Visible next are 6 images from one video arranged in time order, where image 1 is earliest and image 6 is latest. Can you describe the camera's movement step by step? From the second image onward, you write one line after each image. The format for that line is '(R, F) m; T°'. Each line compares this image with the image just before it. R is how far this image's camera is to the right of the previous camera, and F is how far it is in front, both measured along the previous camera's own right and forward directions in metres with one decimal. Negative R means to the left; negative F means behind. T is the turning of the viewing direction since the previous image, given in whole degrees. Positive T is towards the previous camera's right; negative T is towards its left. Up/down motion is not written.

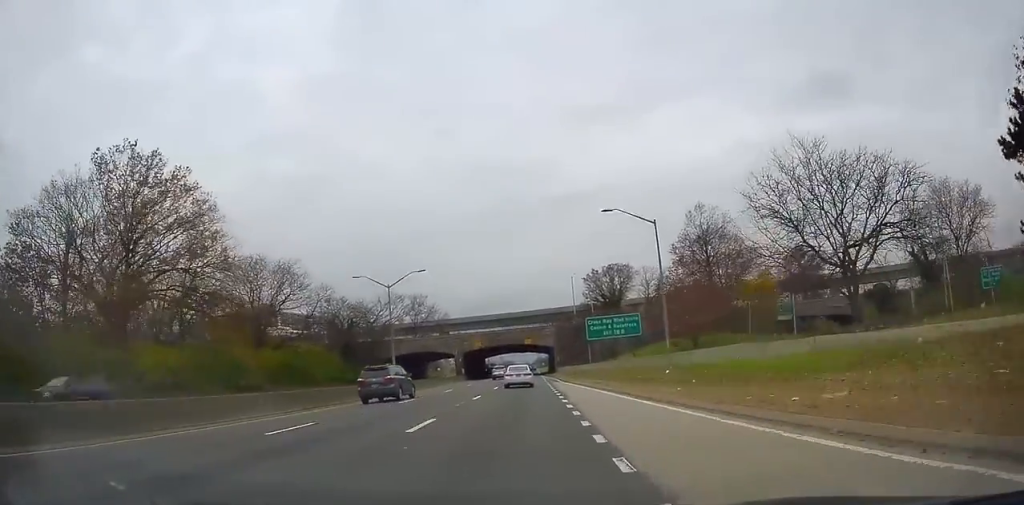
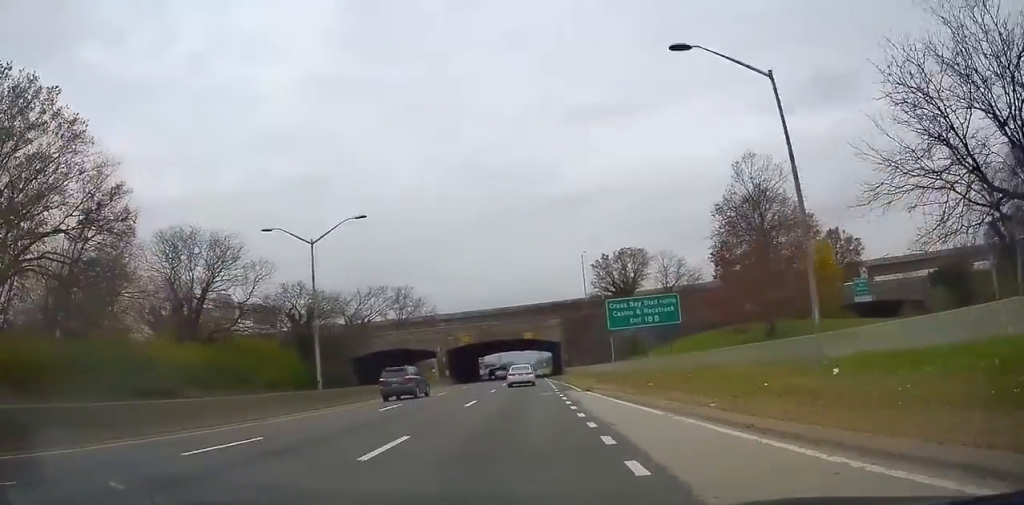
(-0.1, +16.6) m; 0°
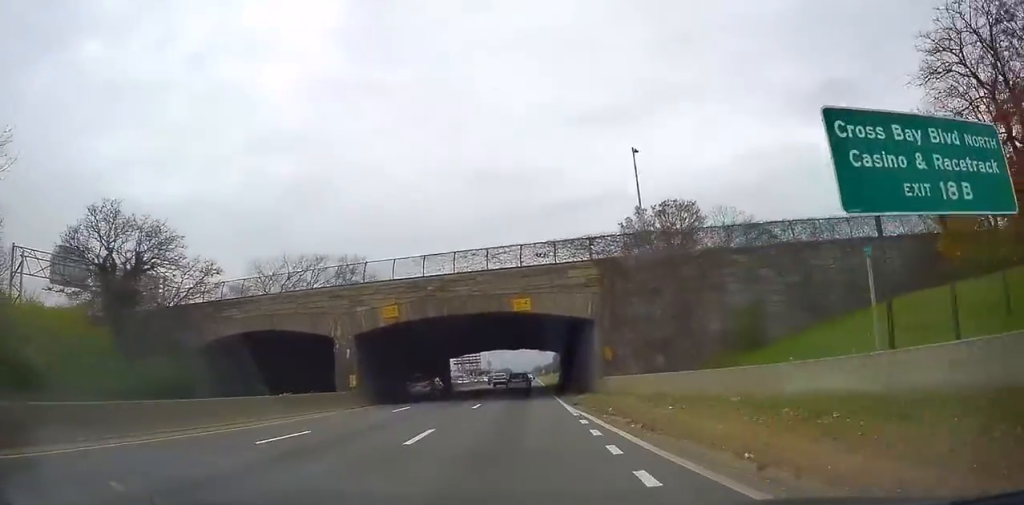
(+0.7, +35.3) m; +2°
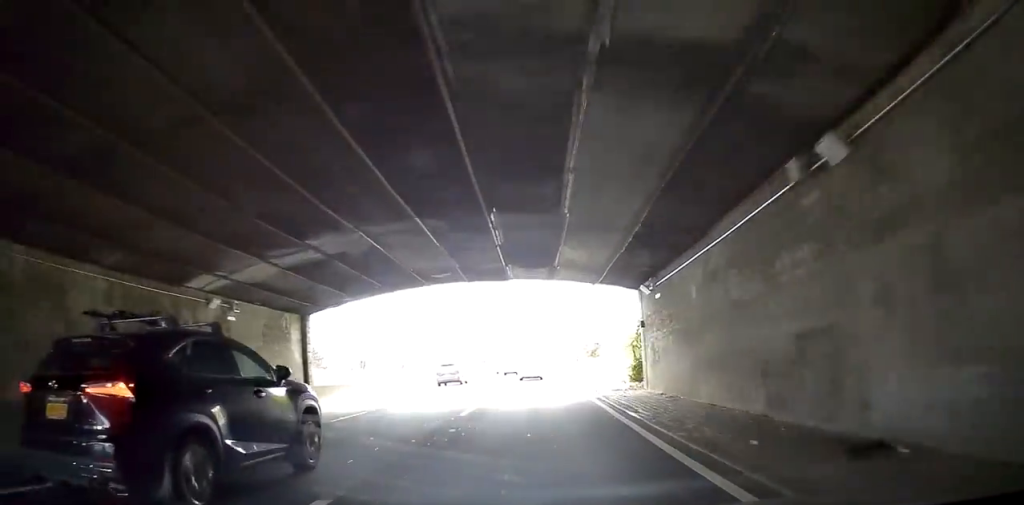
(0.0, +47.6) m; 0°
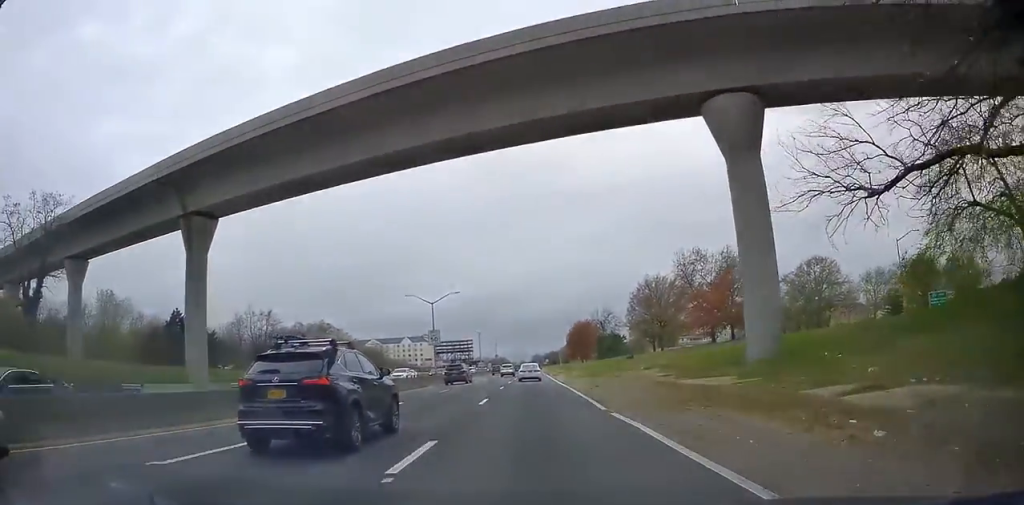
(0.0, +33.9) m; 0°
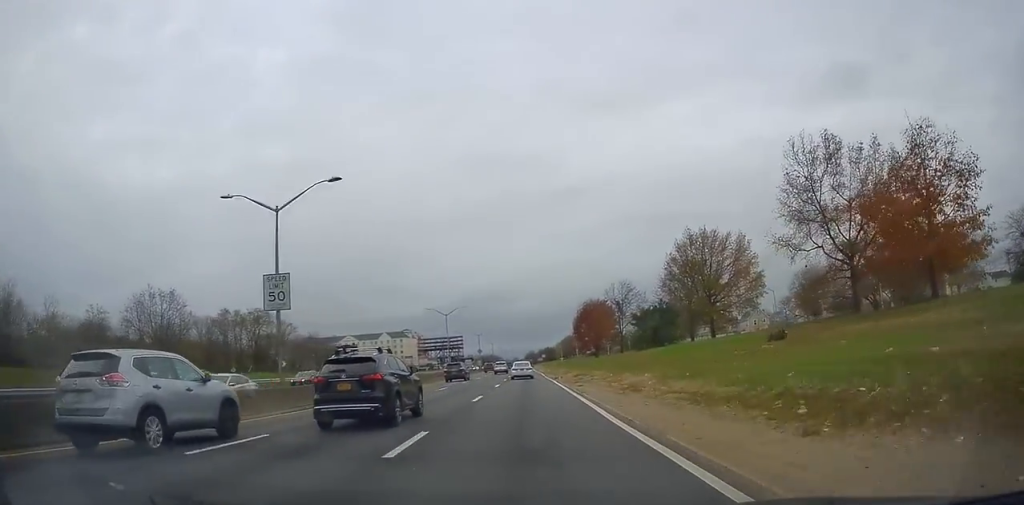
(0.0, +37.0) m; -2°
